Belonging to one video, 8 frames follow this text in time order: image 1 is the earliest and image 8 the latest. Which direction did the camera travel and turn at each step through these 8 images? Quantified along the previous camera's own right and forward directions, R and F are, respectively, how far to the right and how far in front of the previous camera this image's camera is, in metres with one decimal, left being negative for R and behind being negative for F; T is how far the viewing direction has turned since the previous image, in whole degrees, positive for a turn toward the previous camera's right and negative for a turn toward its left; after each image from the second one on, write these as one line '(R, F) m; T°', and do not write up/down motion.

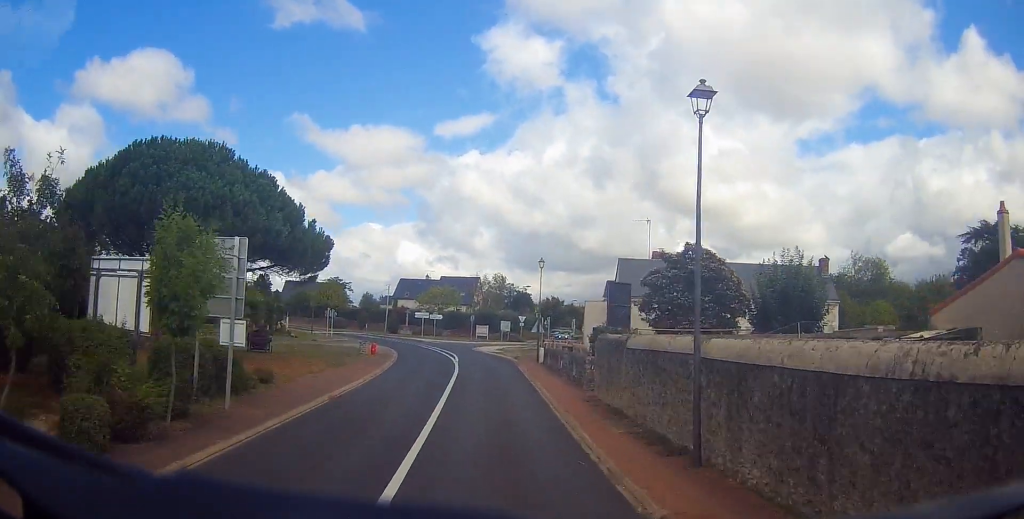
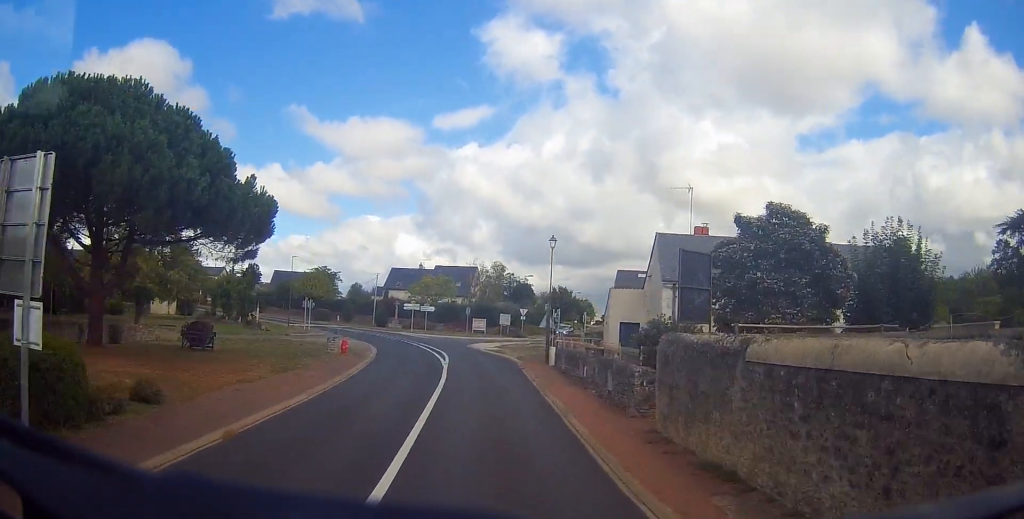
(0.0, +8.0) m; 0°
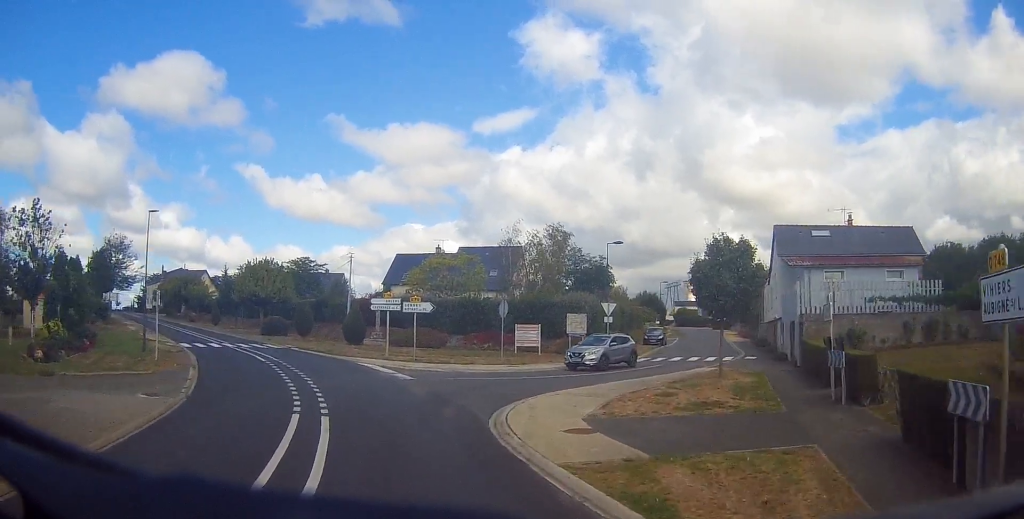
(+0.1, +35.1) m; -10°
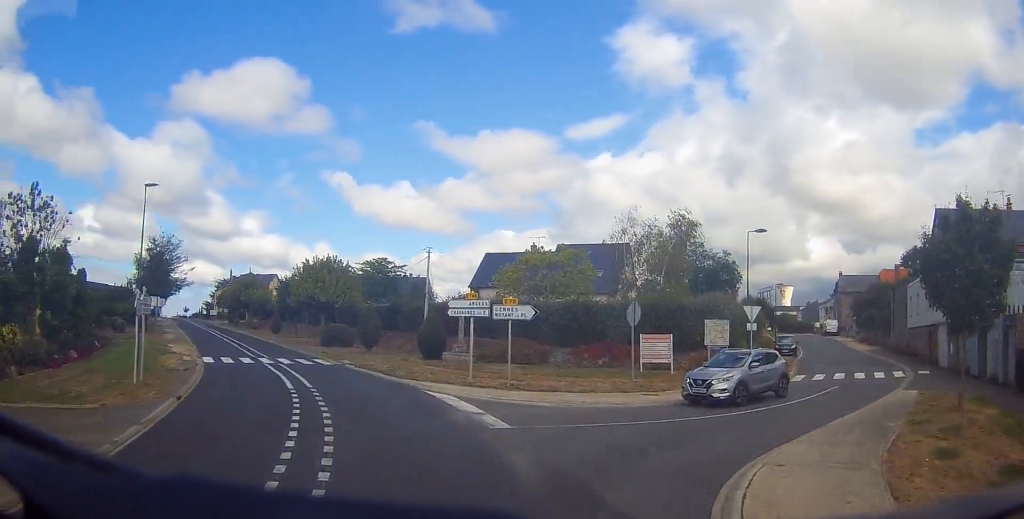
(-1.1, +8.8) m; -8°
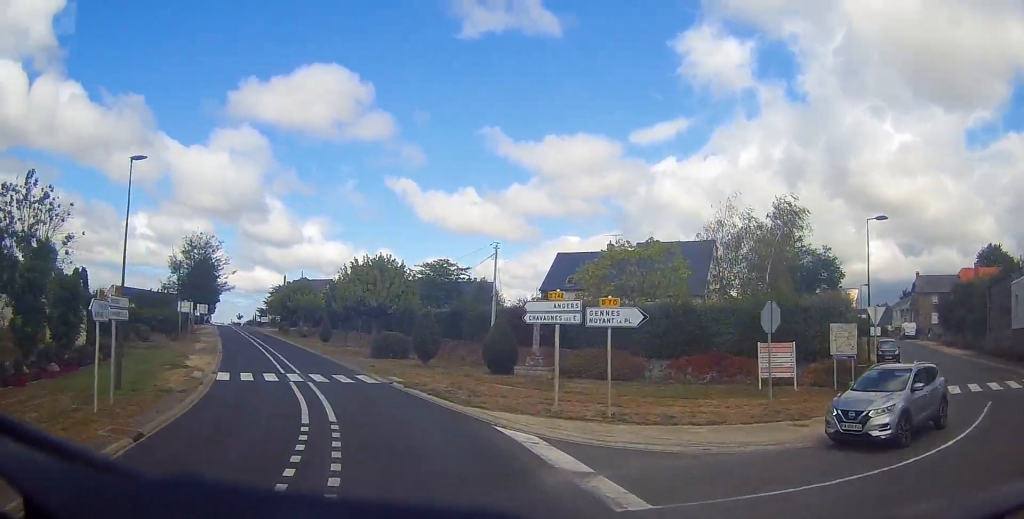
(-0.3, +5.8) m; -5°
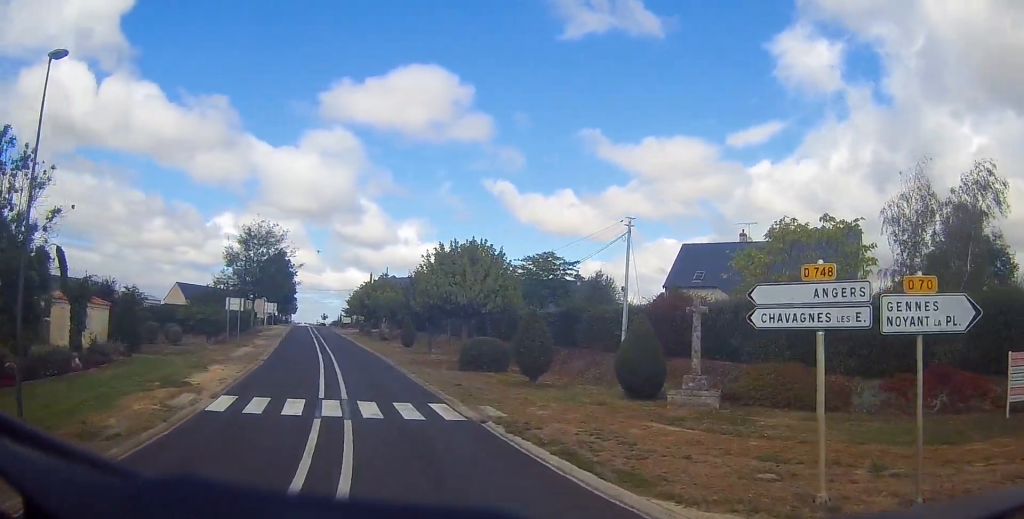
(-0.4, +9.0) m; -7°
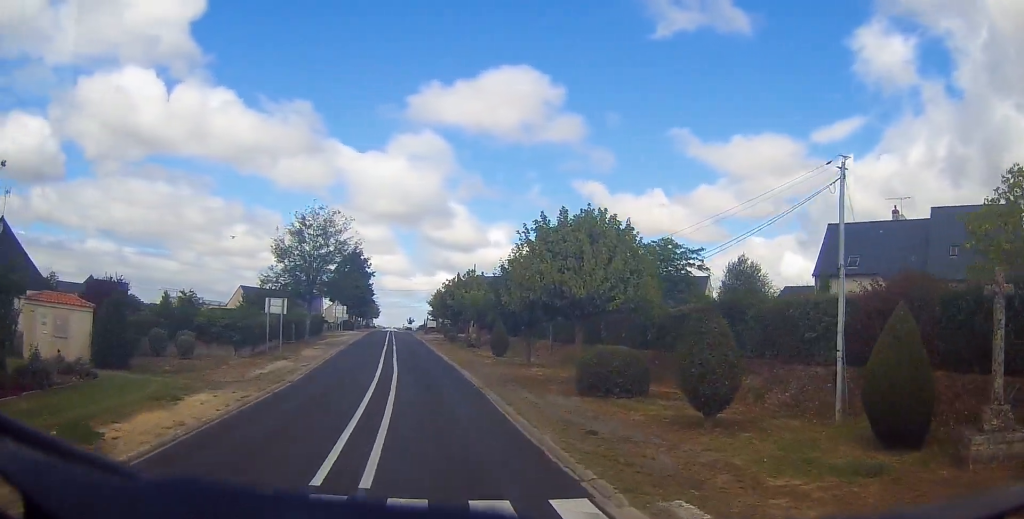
(-0.9, +9.7) m; -6°
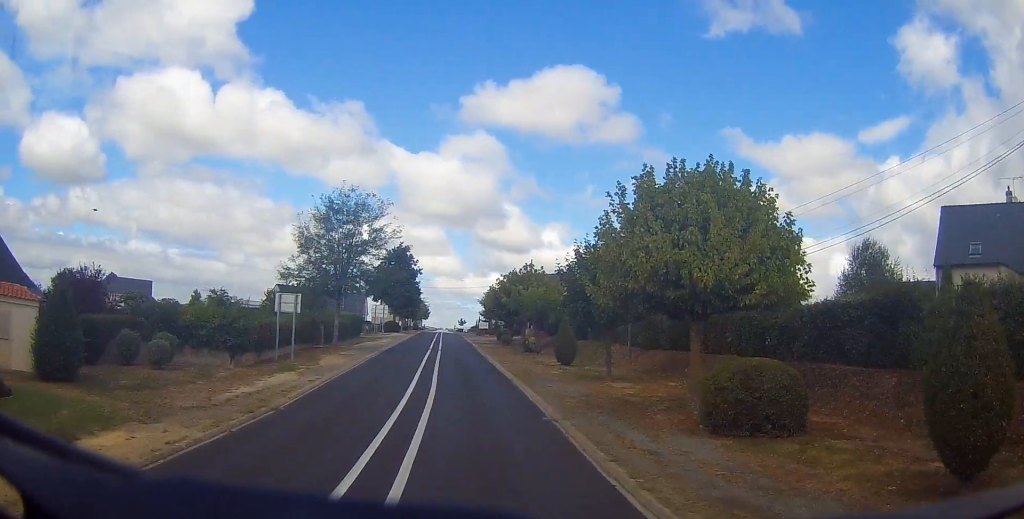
(-0.3, +7.5) m; -2°
